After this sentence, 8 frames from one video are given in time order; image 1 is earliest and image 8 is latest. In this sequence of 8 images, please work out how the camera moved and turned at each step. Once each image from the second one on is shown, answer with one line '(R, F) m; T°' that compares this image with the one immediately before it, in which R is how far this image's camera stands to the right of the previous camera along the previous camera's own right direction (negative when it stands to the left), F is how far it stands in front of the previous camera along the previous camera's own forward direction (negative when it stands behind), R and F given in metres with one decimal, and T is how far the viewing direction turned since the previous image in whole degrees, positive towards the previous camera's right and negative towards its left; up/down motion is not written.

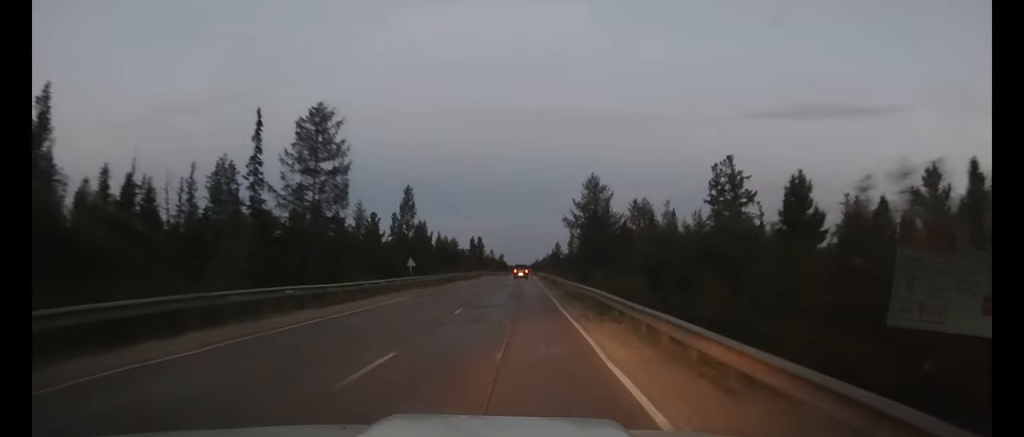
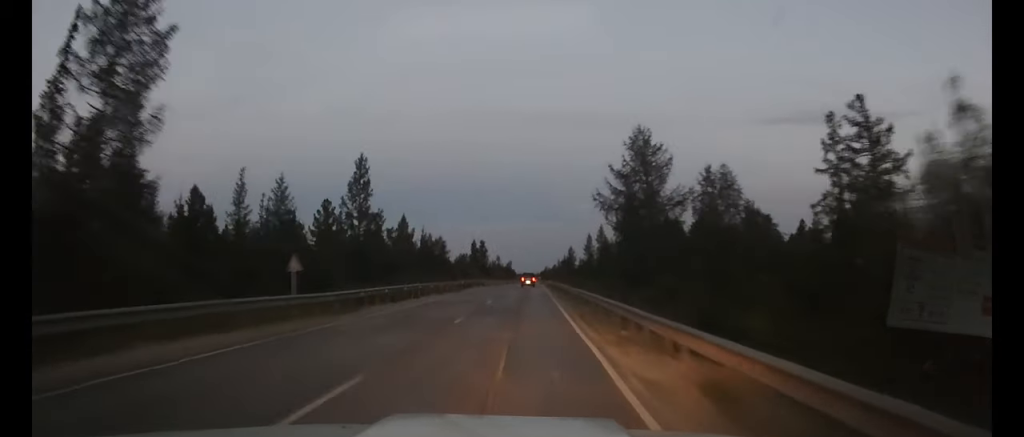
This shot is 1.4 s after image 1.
(+0.1, +26.0) m; 0°
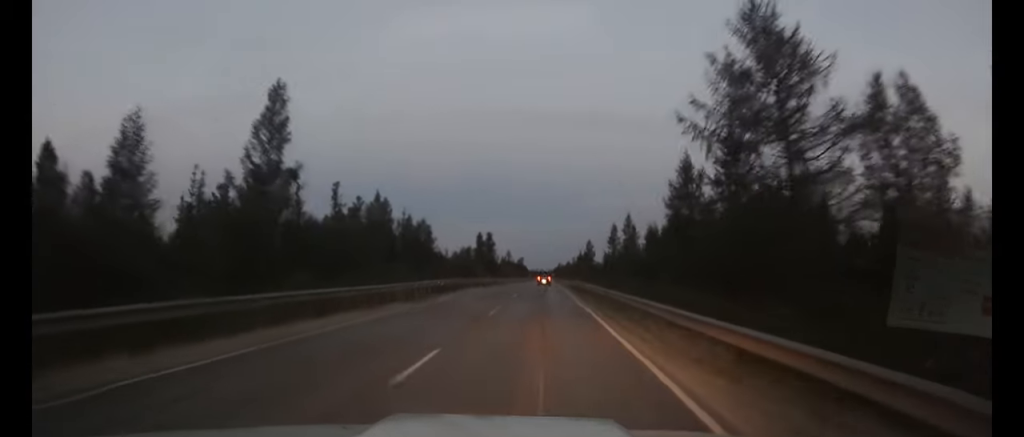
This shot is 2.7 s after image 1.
(-0.1, +21.9) m; -1°
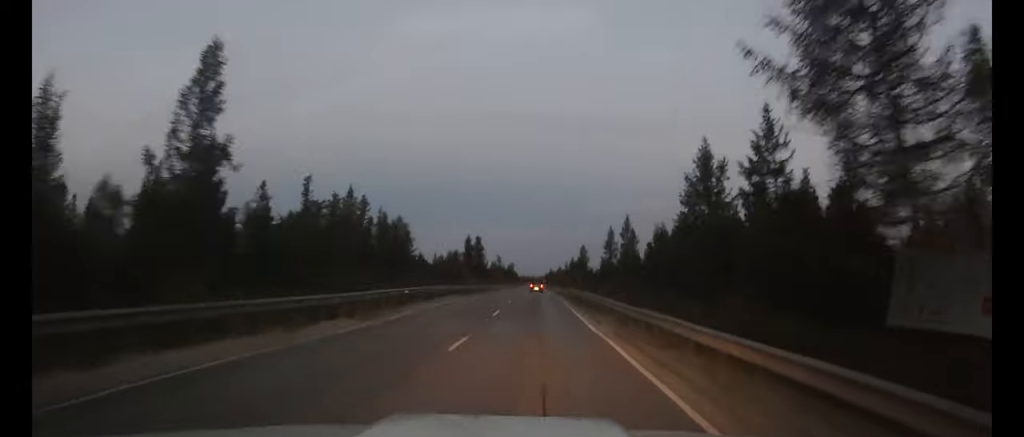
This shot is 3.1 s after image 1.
(0.0, +7.6) m; 0°
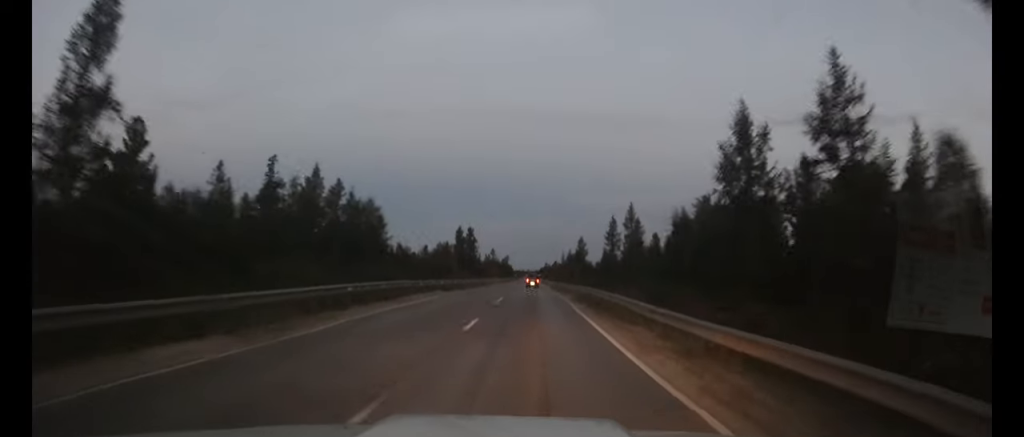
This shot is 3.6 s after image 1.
(0.0, +8.8) m; 0°
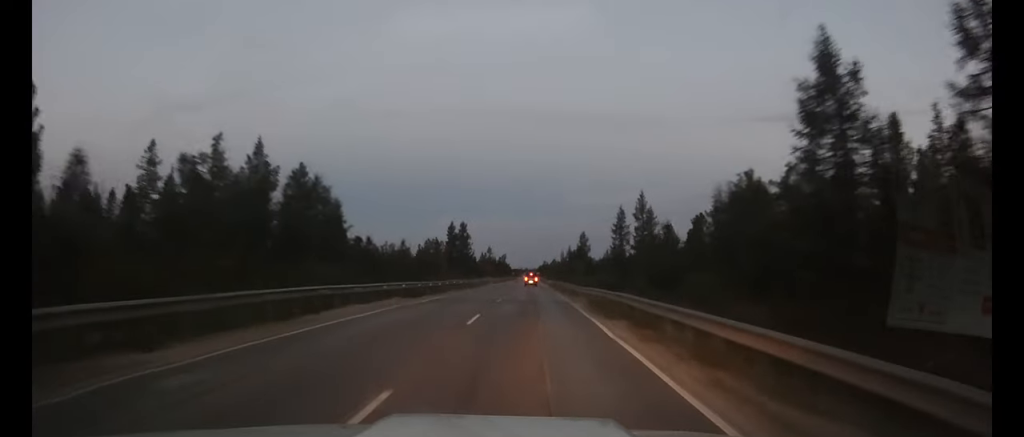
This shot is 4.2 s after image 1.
(0.0, +11.1) m; 0°
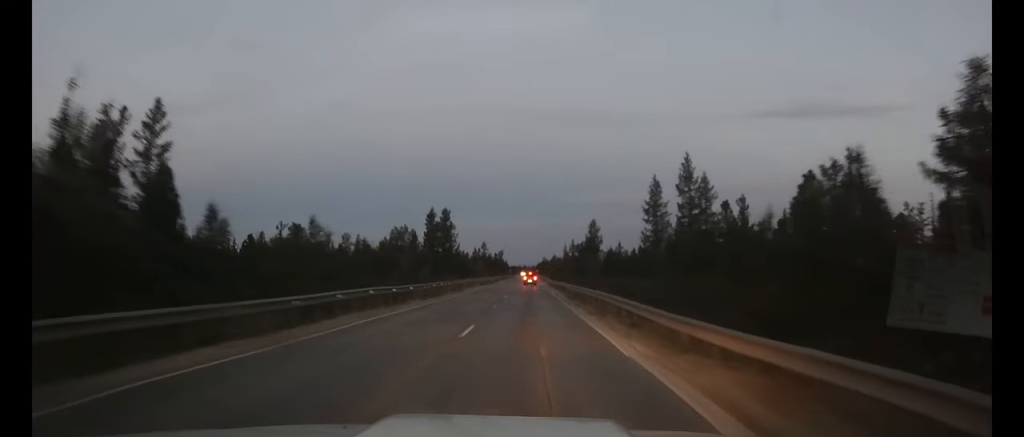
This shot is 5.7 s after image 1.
(+0.2, +25.4) m; +1°
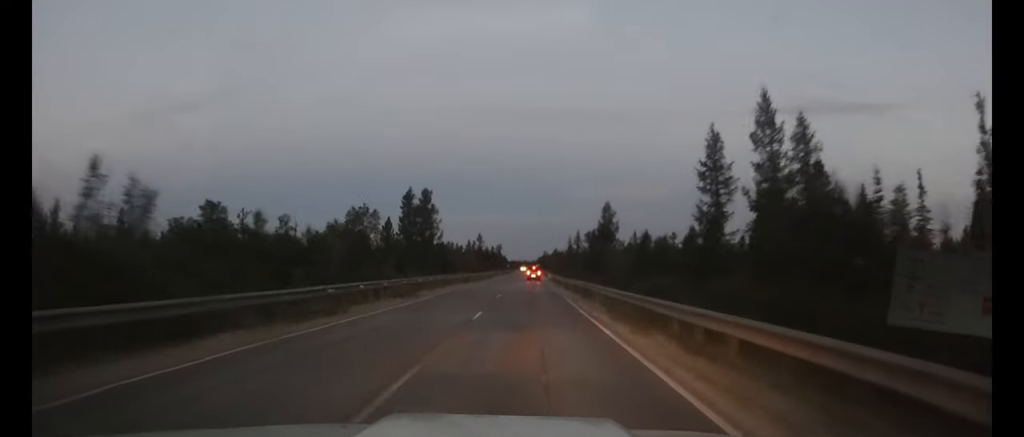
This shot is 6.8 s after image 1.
(0.0, +20.8) m; 0°
